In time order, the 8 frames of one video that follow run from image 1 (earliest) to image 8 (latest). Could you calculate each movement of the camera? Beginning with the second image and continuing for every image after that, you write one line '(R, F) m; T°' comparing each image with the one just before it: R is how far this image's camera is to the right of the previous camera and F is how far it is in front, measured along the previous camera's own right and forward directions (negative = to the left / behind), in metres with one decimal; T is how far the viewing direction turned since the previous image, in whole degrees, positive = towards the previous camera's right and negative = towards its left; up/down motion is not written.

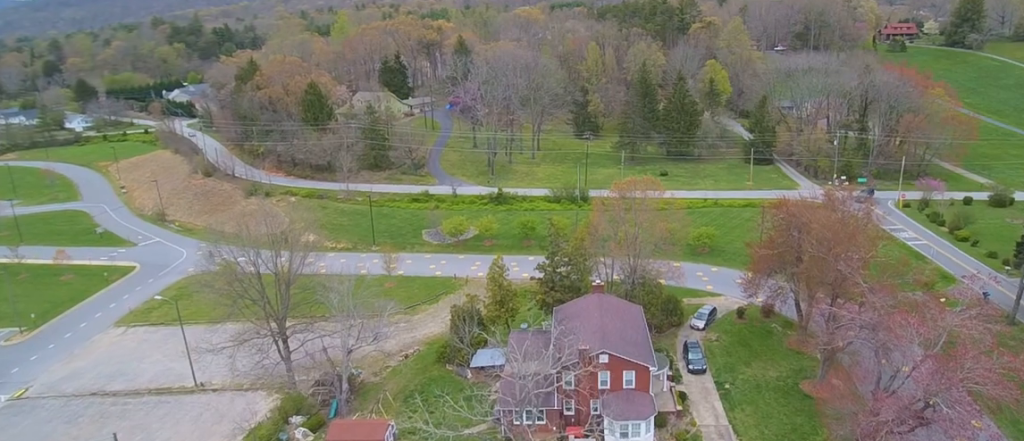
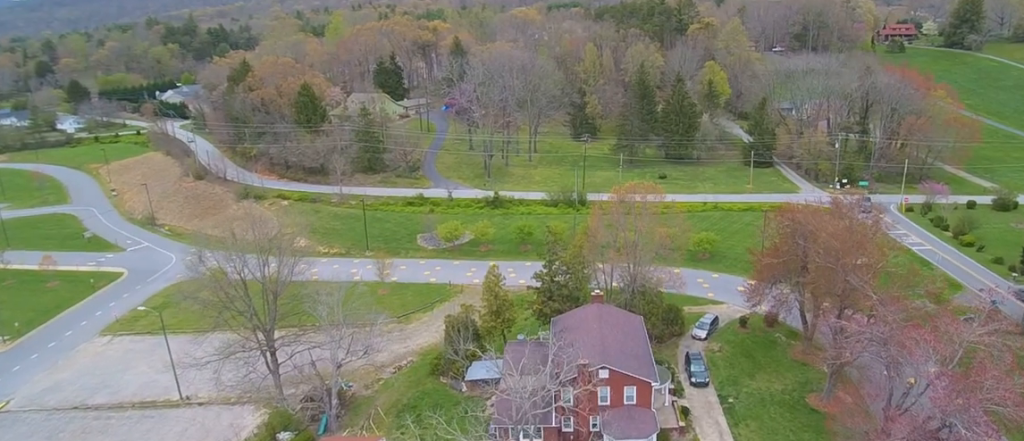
(0.0, +2.5) m; -1°
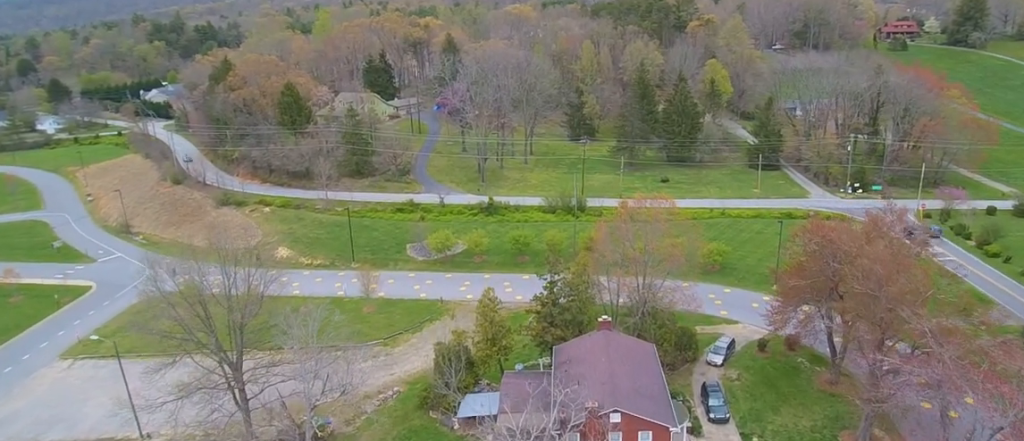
(-0.2, +6.9) m; -2°
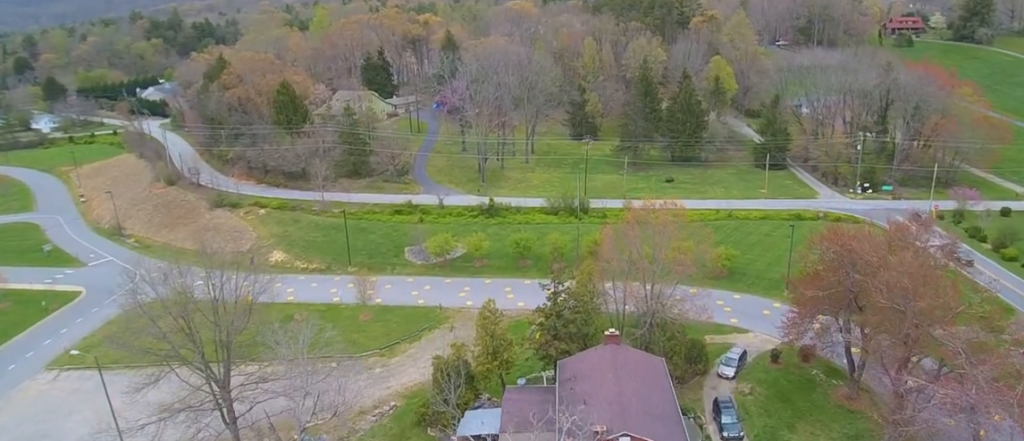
(-0.1, +2.3) m; 0°
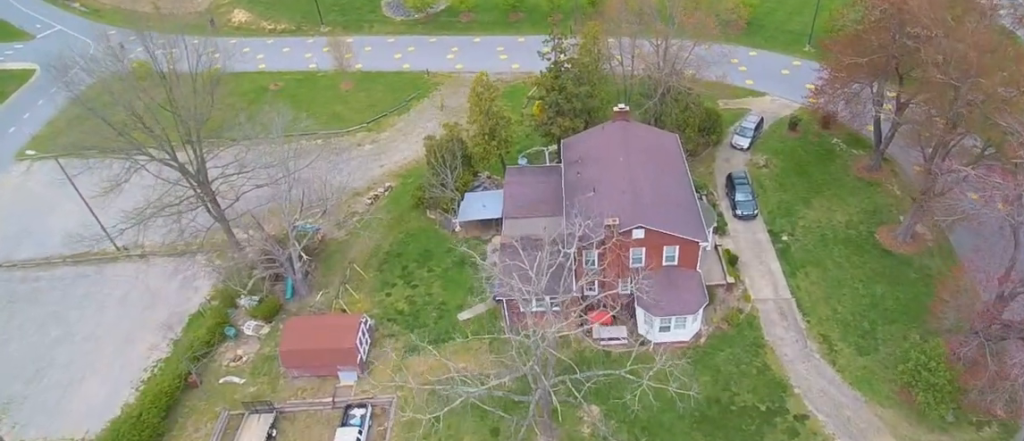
(+0.3, +8.5) m; +1°
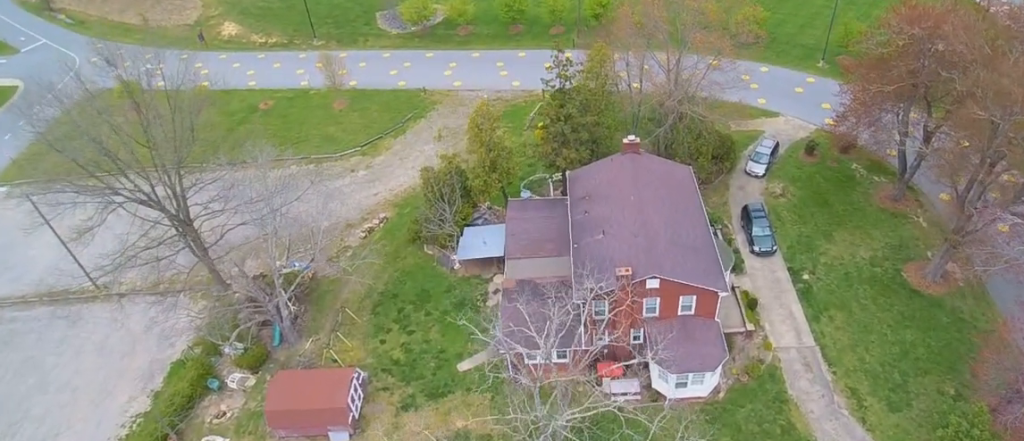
(0.0, +3.9) m; -3°
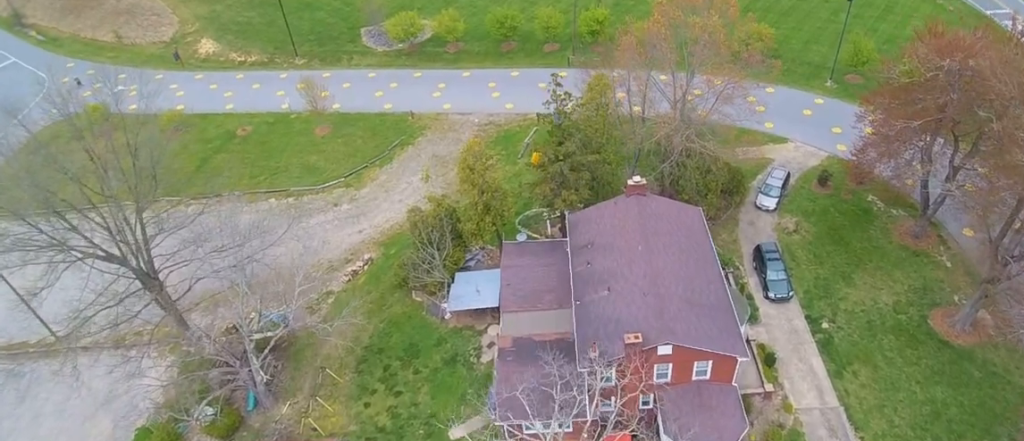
(-0.2, +5.0) m; -4°
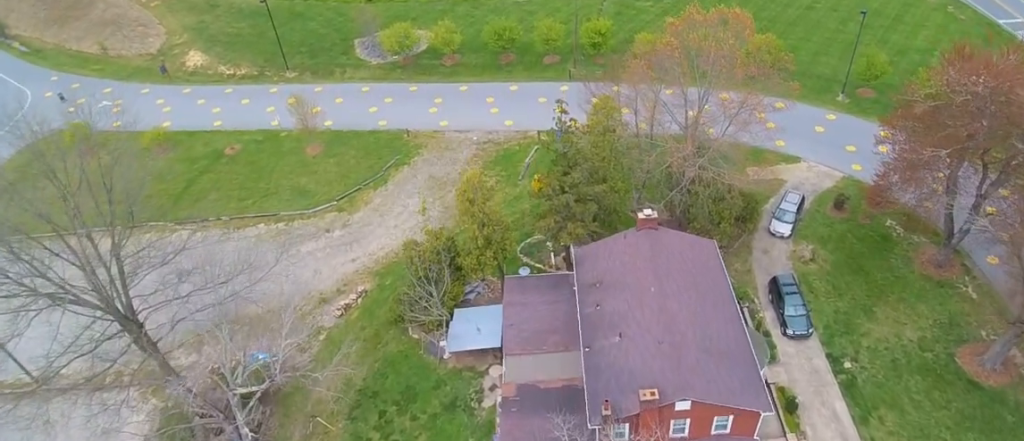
(-0.1, +3.9) m; -1°
